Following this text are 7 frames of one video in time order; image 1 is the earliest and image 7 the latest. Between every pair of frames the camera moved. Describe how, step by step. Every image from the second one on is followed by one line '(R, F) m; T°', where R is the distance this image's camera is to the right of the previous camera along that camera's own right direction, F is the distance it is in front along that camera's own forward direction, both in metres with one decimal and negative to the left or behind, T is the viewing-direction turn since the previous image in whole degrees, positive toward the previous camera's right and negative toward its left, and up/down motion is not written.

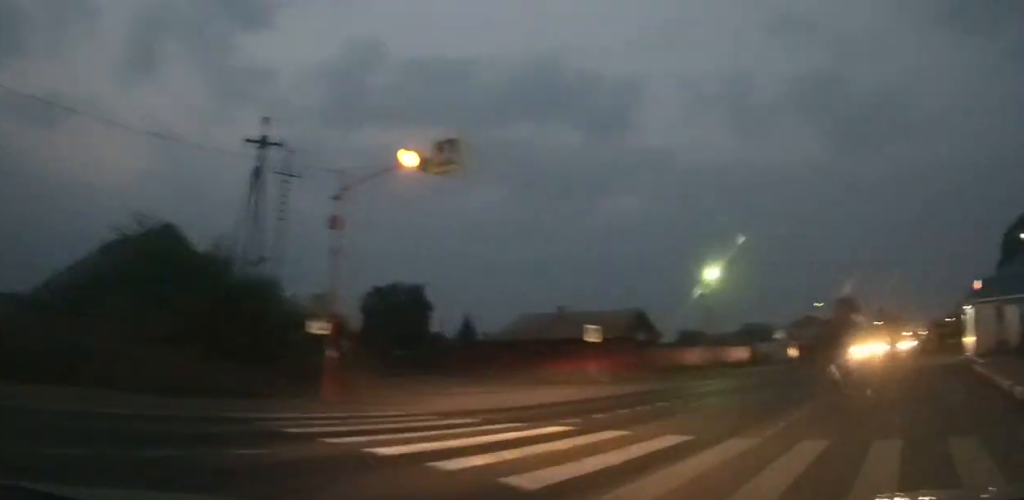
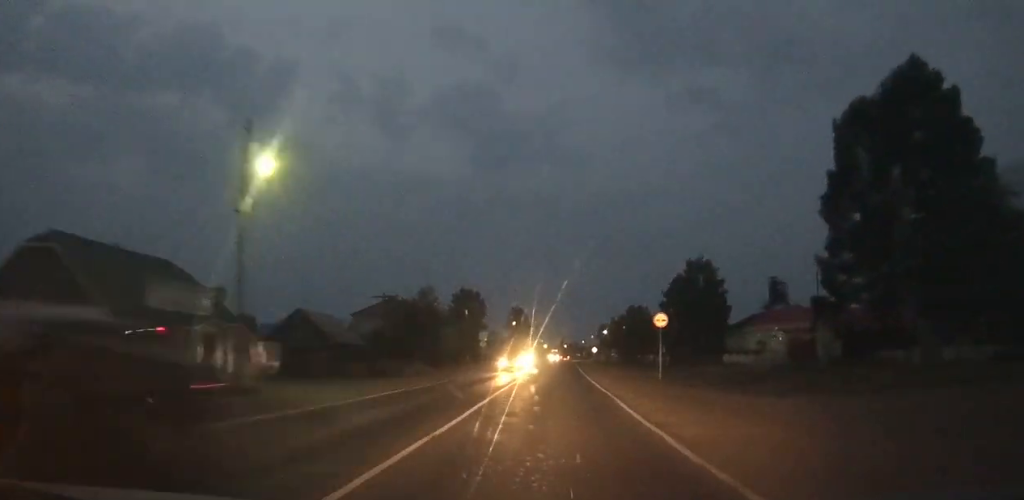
(+20.3, +68.1) m; +21°
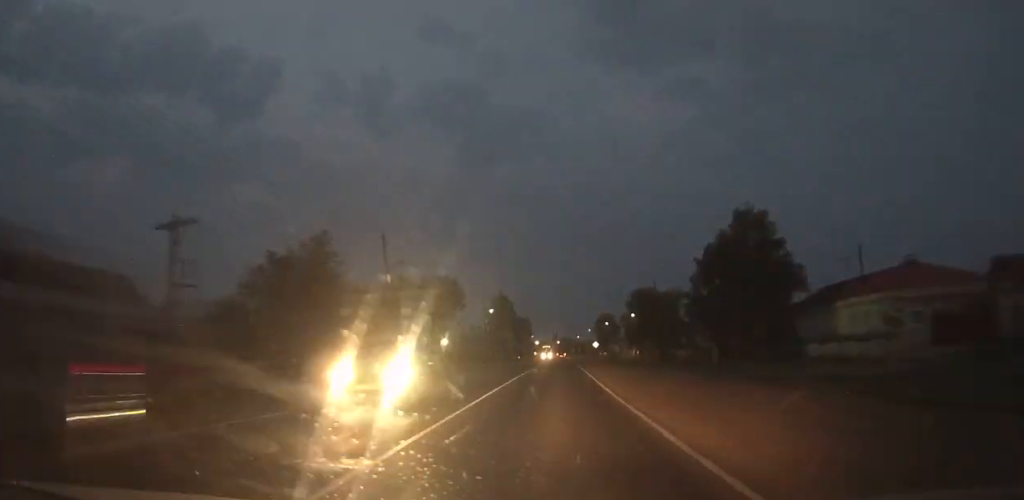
(+0.3, +26.2) m; 0°
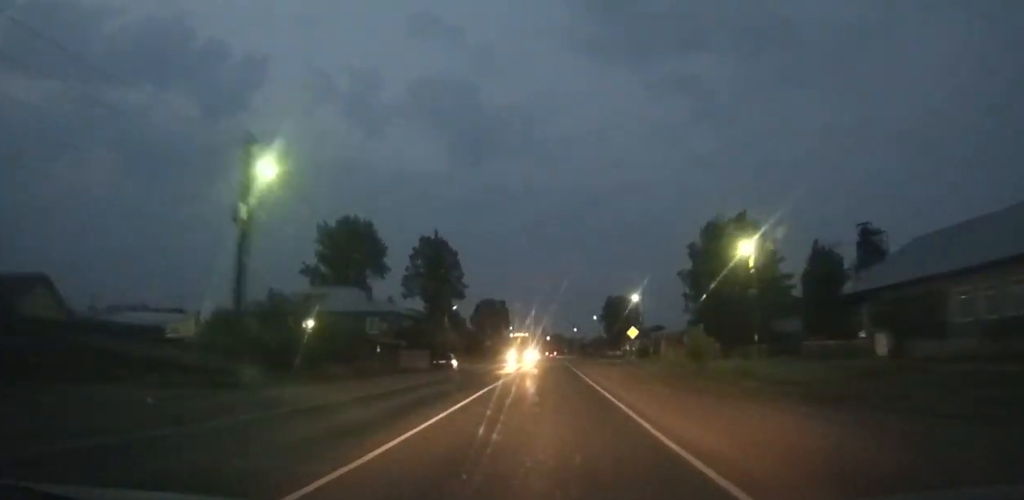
(-0.3, +61.0) m; -1°
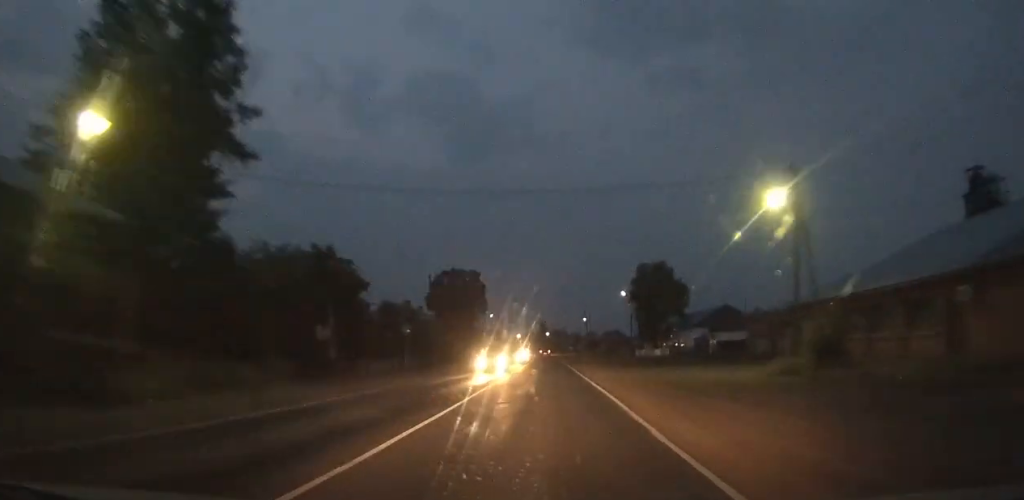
(-0.4, +48.0) m; -1°
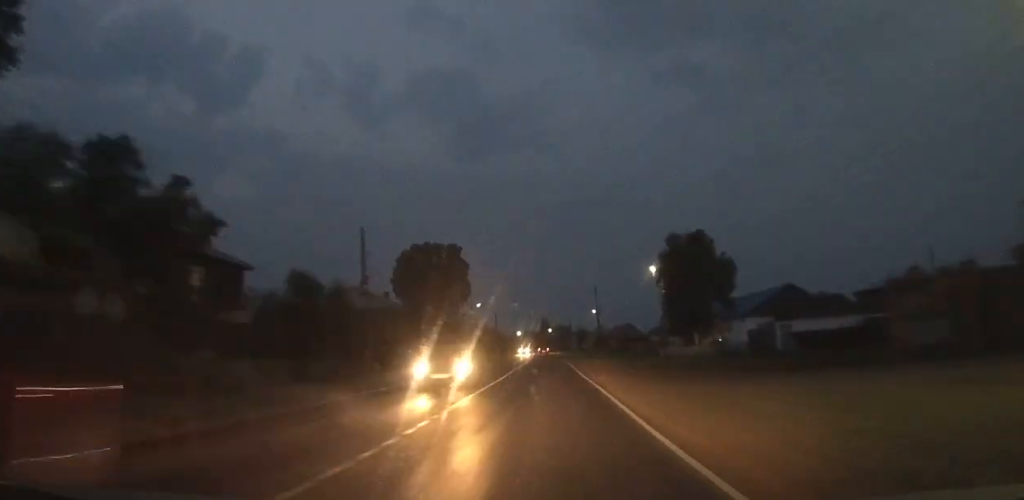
(-0.1, +21.6) m; 0°
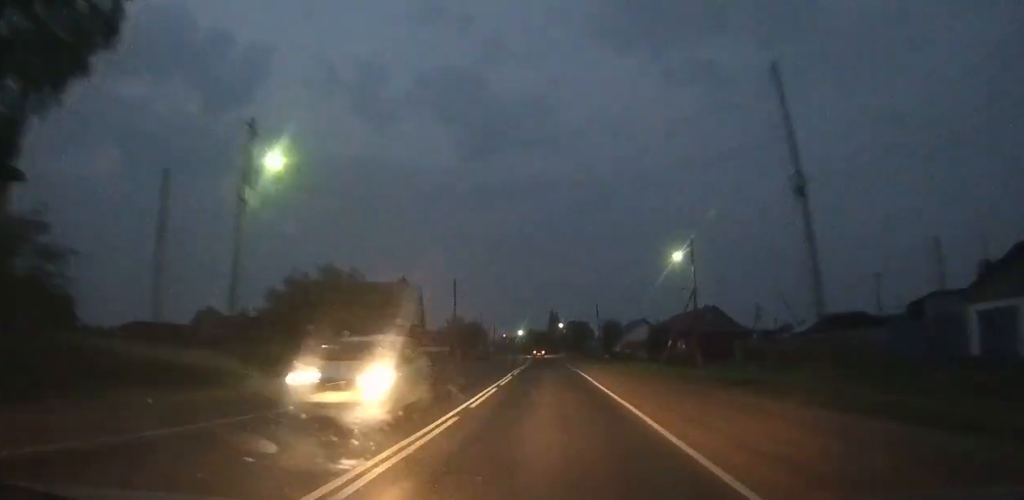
(-0.3, +65.9) m; -1°
